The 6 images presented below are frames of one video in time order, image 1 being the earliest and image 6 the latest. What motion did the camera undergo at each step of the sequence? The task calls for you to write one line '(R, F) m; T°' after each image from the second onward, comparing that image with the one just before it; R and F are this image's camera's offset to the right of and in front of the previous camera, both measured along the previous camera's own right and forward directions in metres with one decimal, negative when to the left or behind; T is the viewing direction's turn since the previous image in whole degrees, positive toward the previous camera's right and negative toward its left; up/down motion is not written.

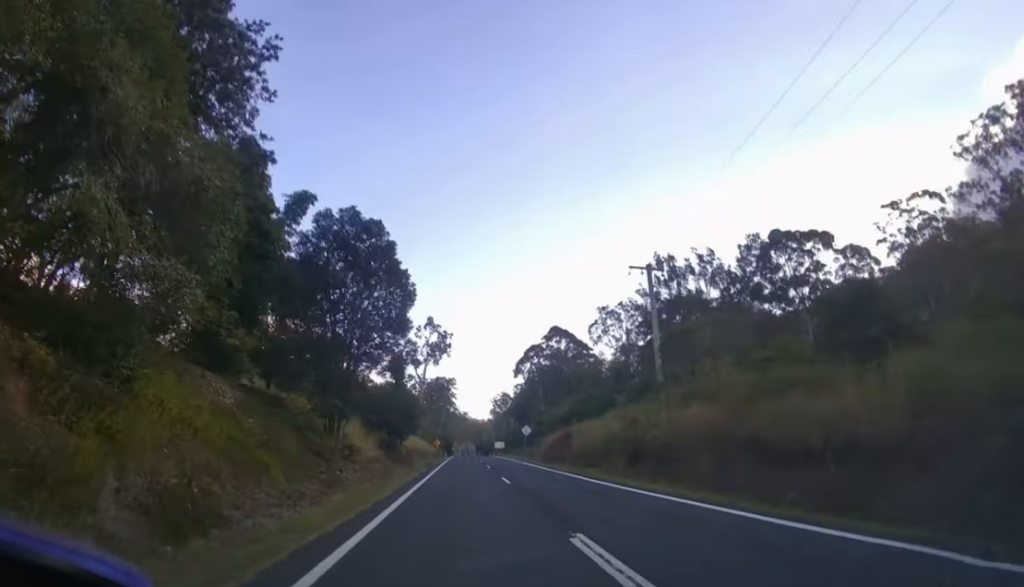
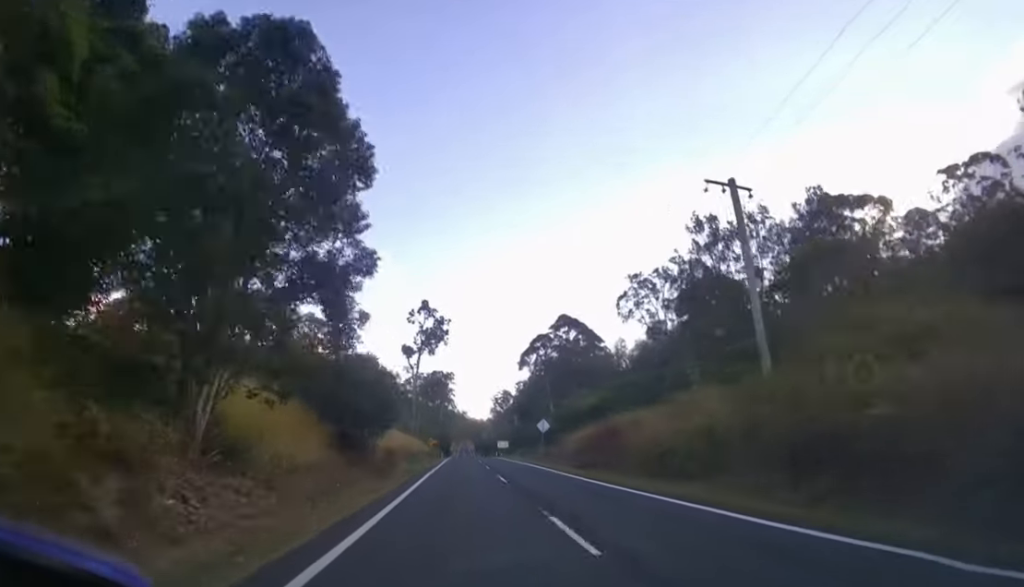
(0.0, +9.3) m; 0°
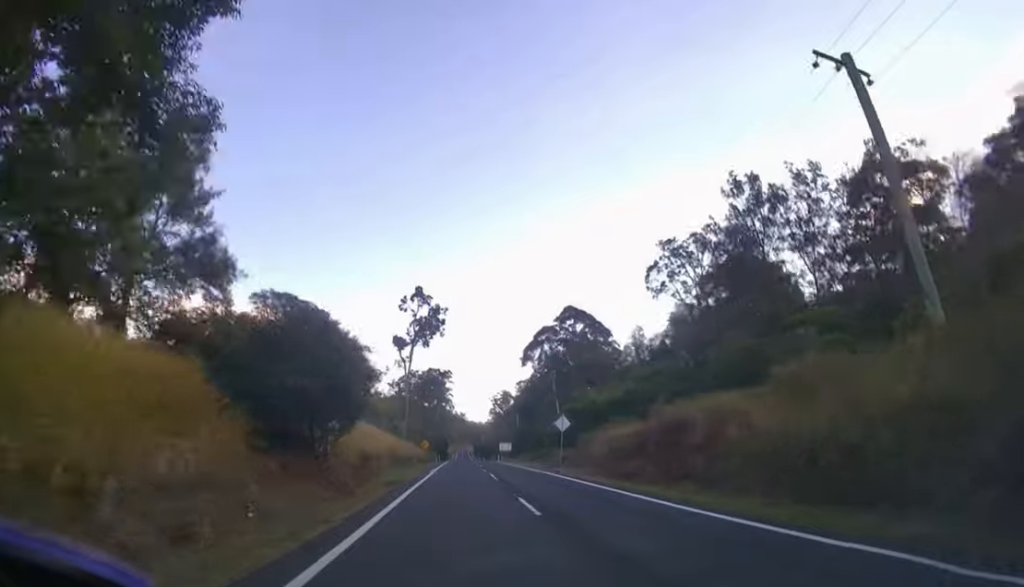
(0.0, +7.5) m; 0°
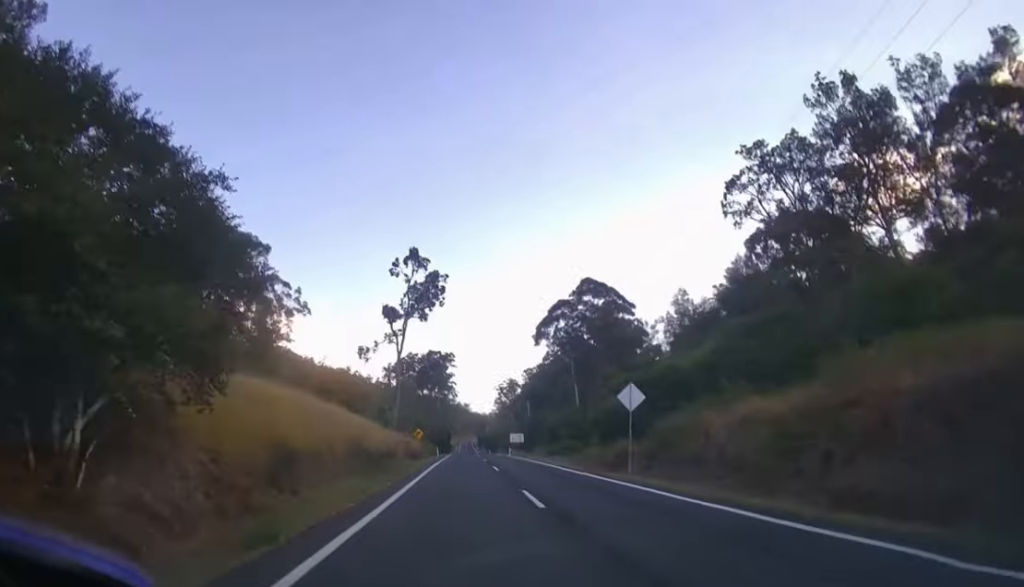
(0.0, +11.0) m; 0°
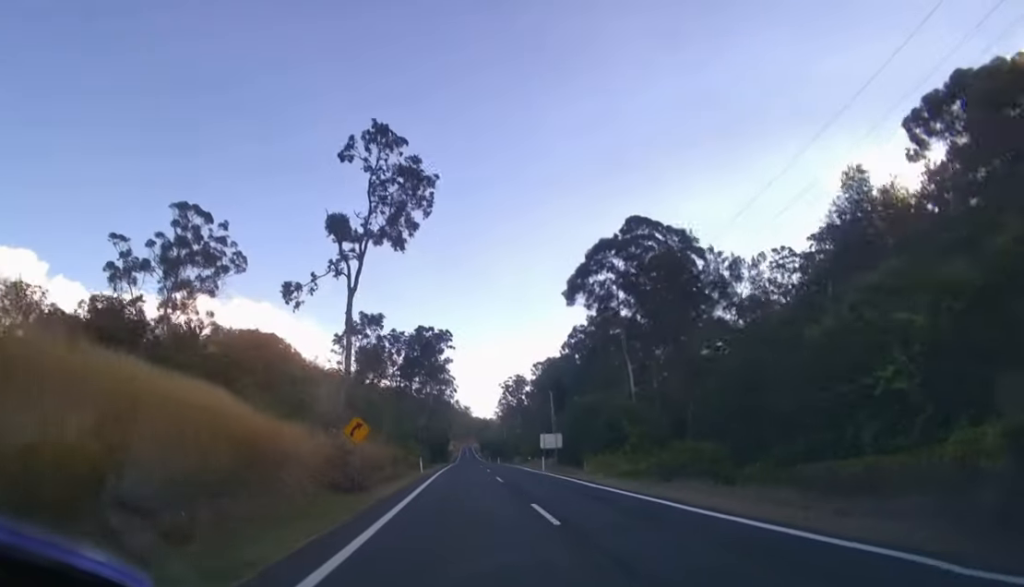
(-0.1, +25.2) m; 0°
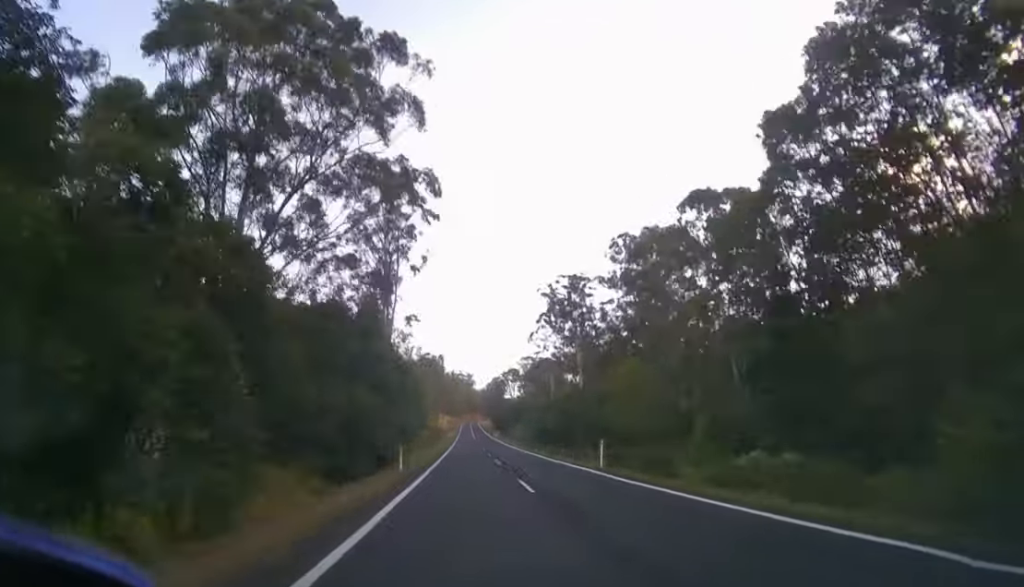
(0.0, +99.7) m; 0°
